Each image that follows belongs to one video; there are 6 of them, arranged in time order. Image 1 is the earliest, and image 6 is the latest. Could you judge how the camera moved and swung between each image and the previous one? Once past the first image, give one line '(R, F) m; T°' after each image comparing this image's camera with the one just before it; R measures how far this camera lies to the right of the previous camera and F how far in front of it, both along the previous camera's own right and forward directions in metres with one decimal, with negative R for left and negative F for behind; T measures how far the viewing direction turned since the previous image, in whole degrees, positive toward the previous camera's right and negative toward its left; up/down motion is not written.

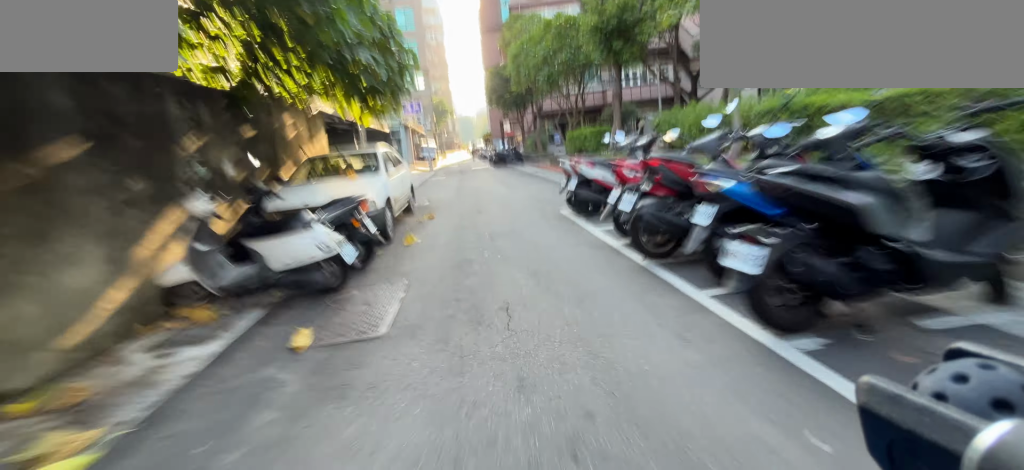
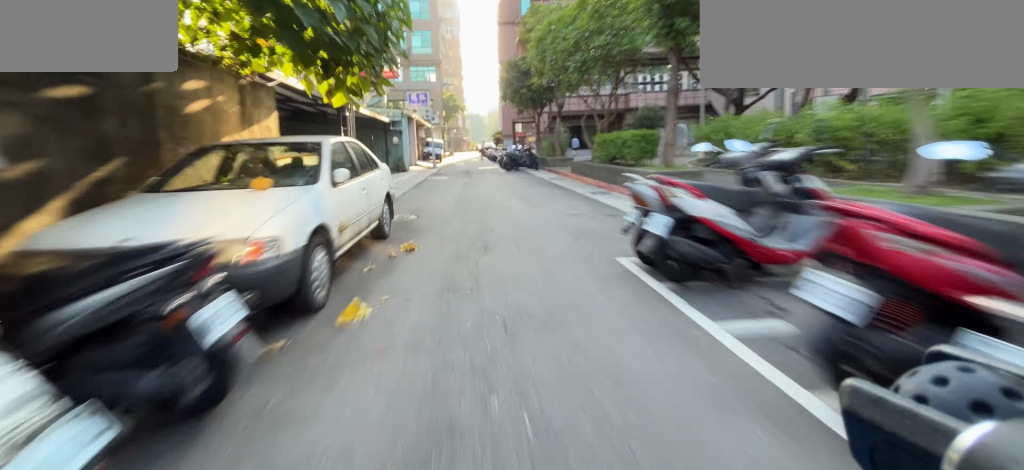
(+0.1, +3.4) m; +3°
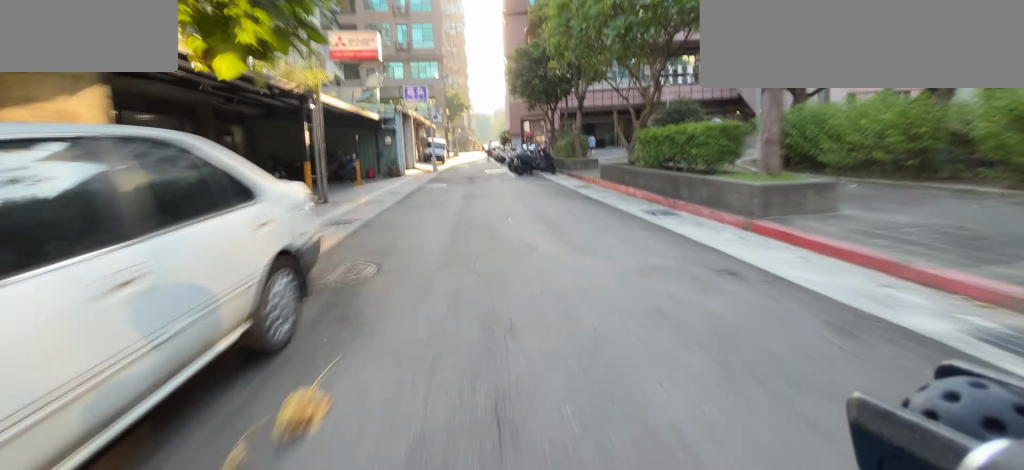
(+0.2, +3.7) m; 0°
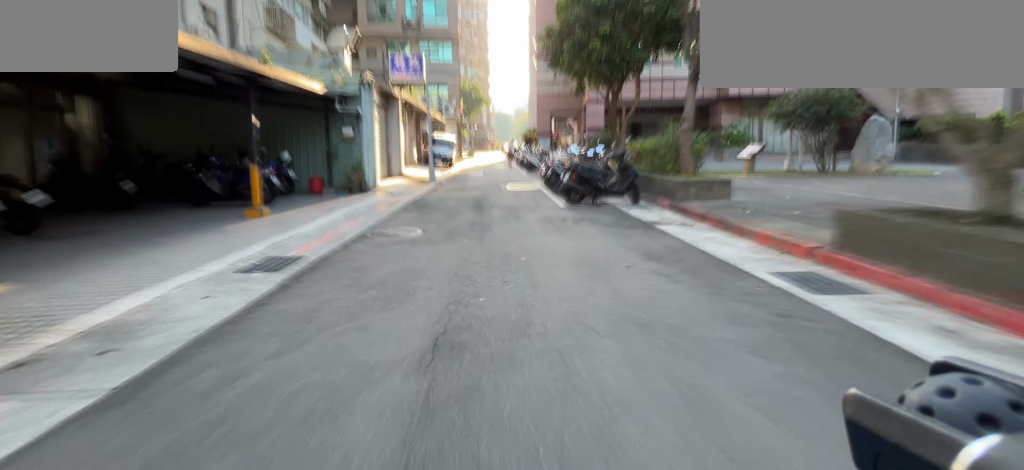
(0.0, +8.7) m; -1°
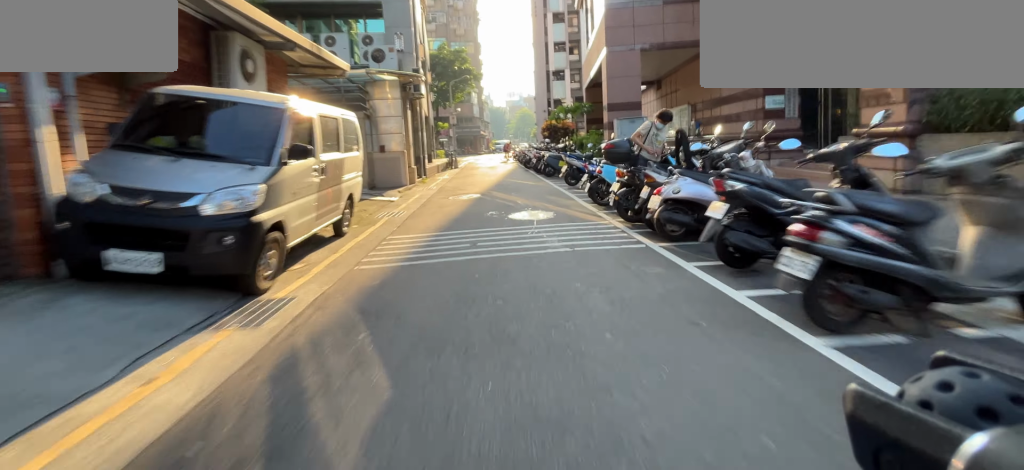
(+1.8, +20.4) m; +12°
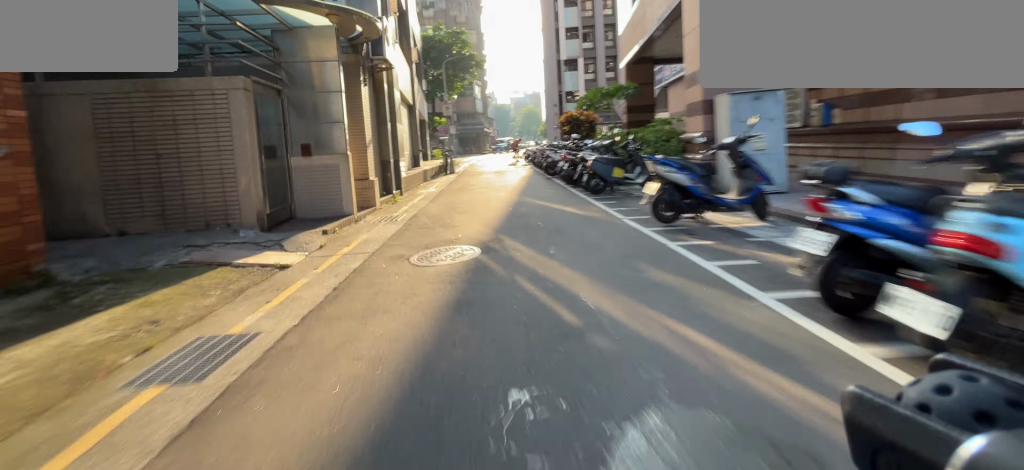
(+0.2, +5.3) m; -1°
